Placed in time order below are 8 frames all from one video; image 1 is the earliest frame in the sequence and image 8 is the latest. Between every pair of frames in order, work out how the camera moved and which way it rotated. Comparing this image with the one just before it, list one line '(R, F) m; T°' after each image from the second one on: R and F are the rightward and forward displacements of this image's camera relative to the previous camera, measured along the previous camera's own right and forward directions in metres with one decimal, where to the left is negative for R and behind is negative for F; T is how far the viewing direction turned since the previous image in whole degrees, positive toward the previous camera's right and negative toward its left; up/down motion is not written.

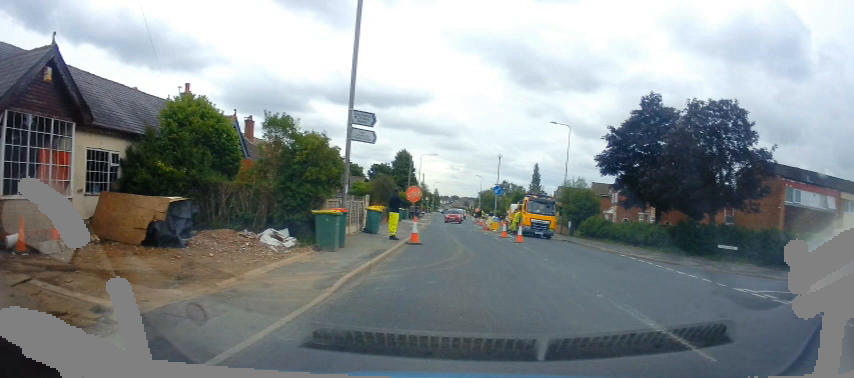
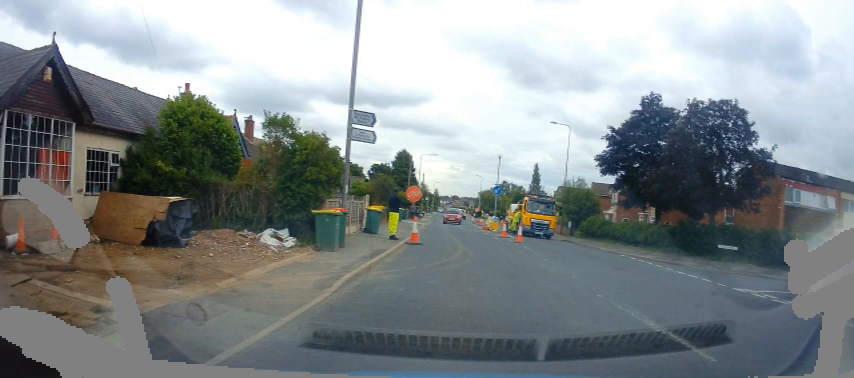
(0.0, 0.0) m; 0°
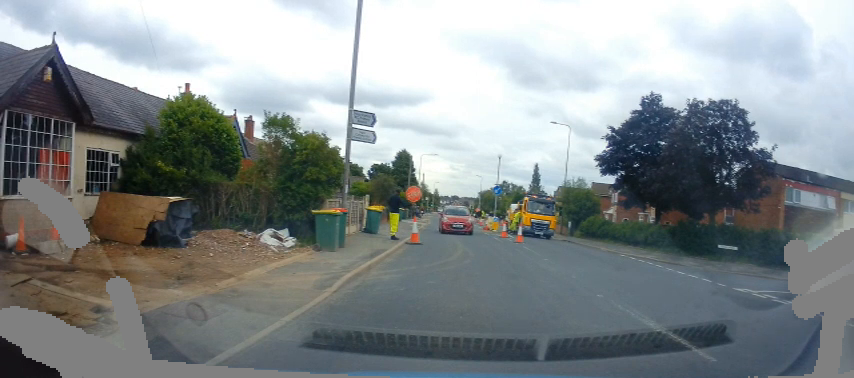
(0.0, 0.0) m; 0°
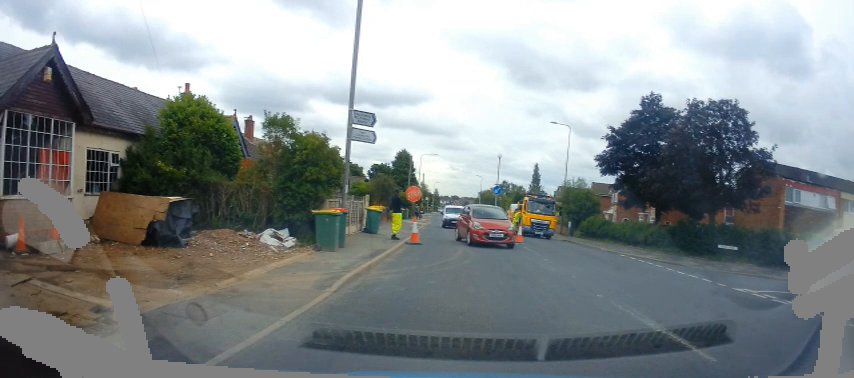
(0.0, 0.0) m; 0°
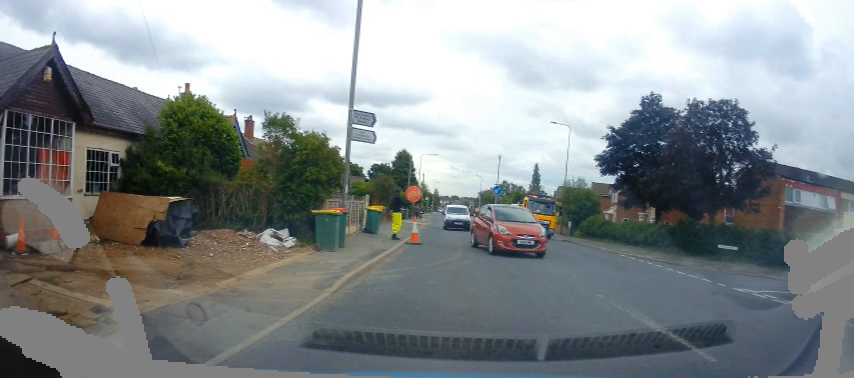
(0.0, 0.0) m; 0°
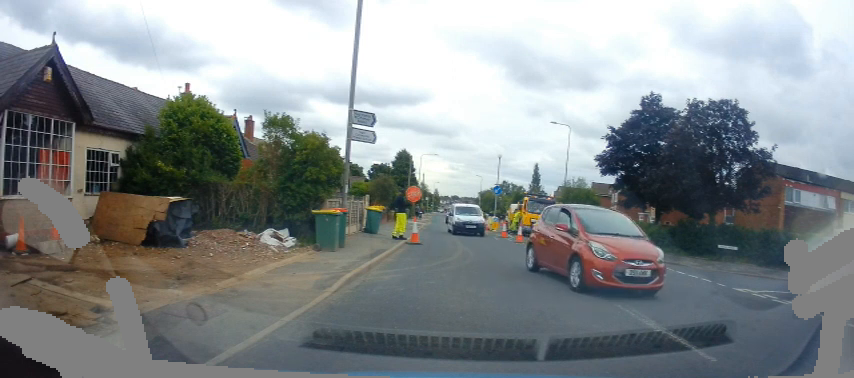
(0.0, 0.0) m; 0°
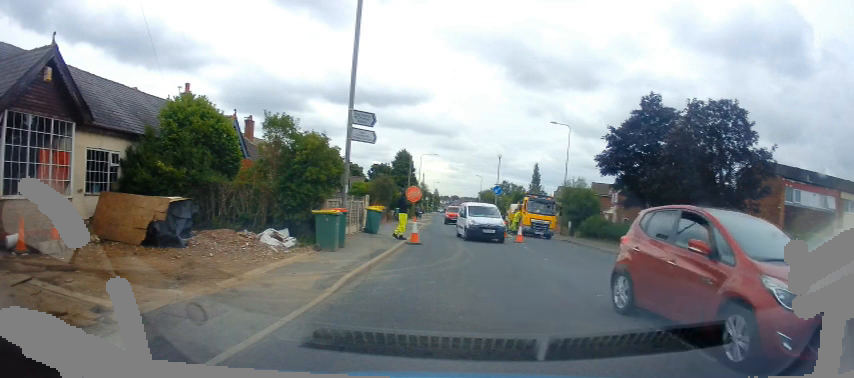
(0.0, 0.0) m; 0°
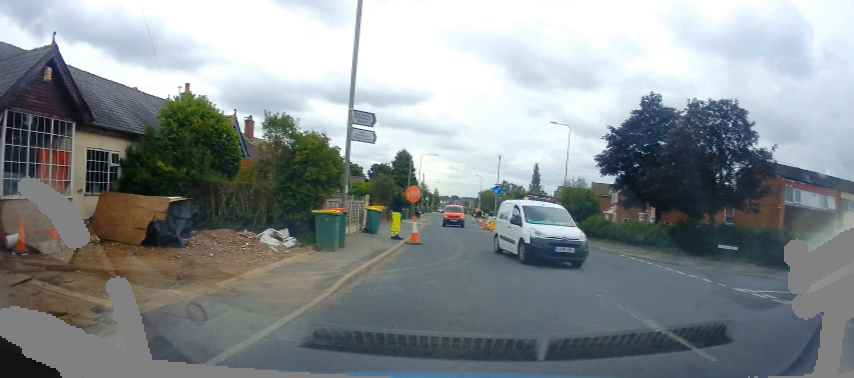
(0.0, 0.0) m; 0°
